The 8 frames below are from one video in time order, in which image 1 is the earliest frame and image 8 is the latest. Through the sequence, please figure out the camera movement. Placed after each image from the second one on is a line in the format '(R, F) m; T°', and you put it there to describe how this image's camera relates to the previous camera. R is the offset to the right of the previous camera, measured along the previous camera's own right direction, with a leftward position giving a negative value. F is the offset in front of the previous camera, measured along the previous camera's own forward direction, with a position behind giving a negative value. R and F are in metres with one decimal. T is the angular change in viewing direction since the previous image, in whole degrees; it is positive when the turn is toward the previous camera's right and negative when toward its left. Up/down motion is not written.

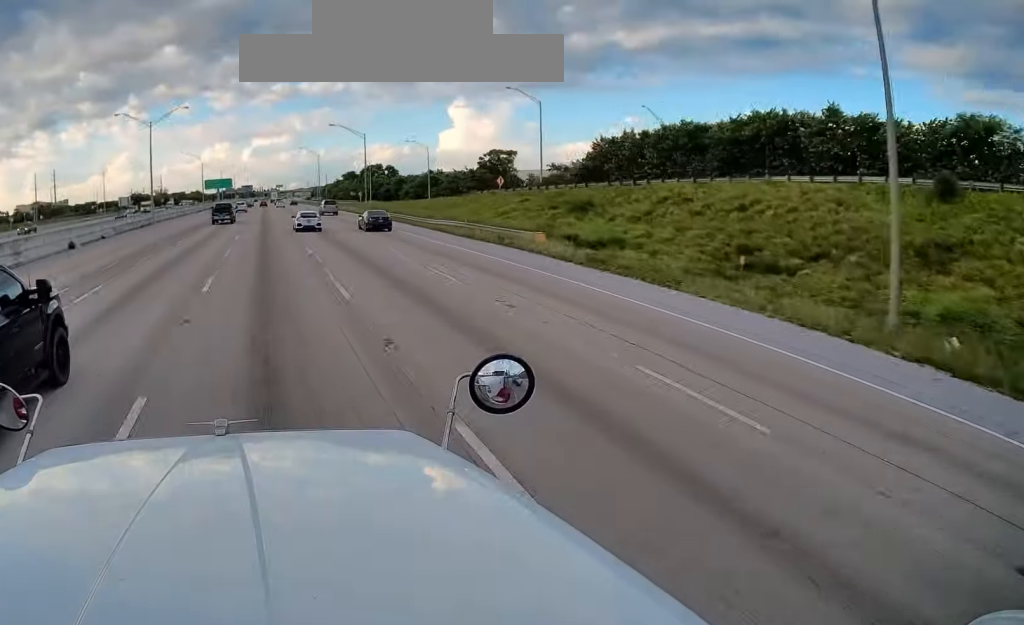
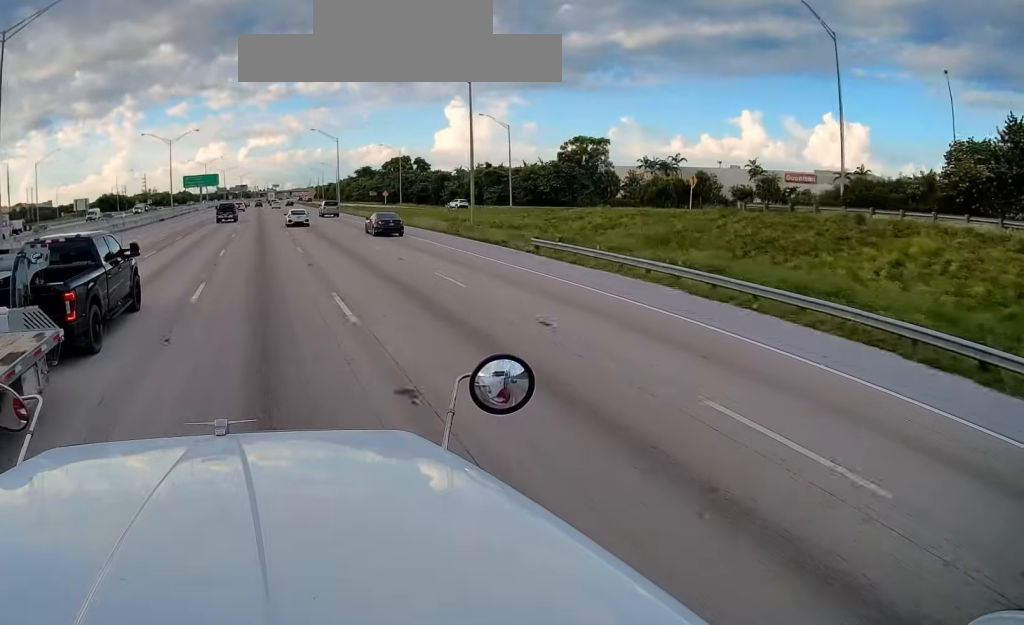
(+0.1, +50.0) m; 0°
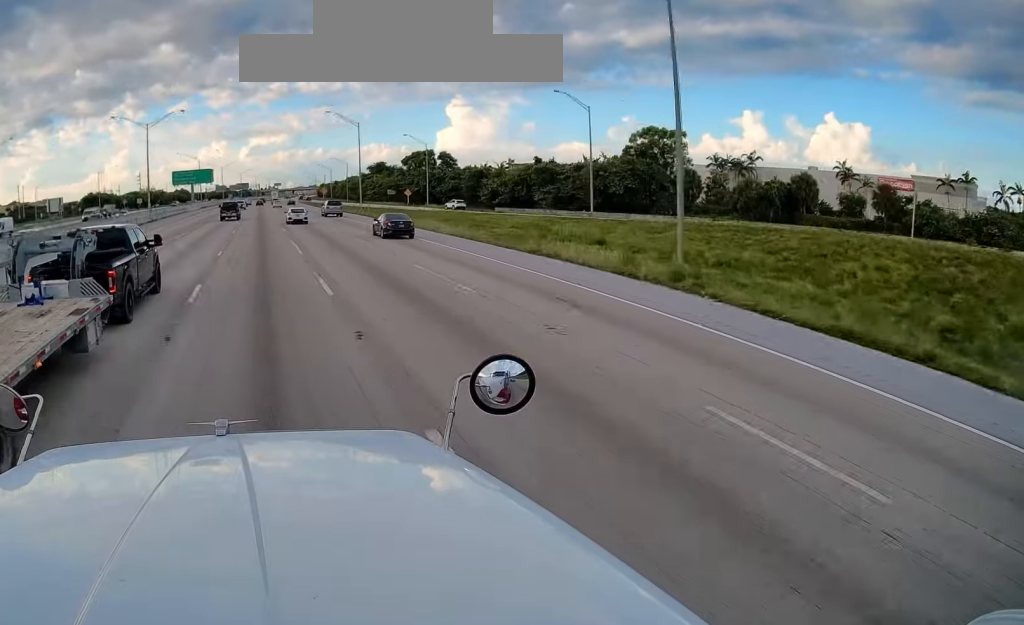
(-0.2, +25.9) m; 0°
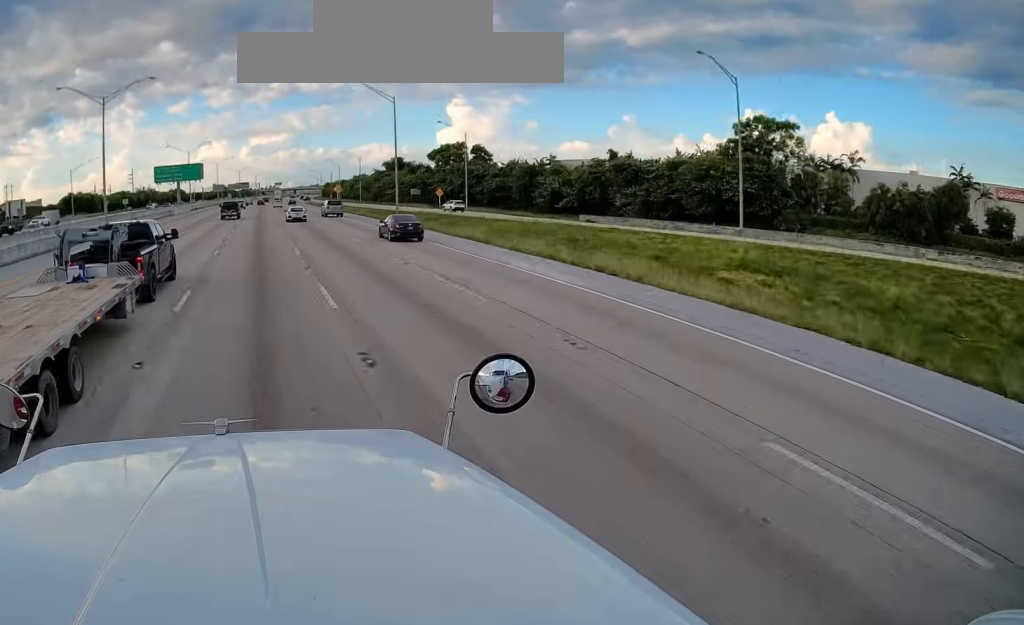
(-0.2, +25.1) m; 0°
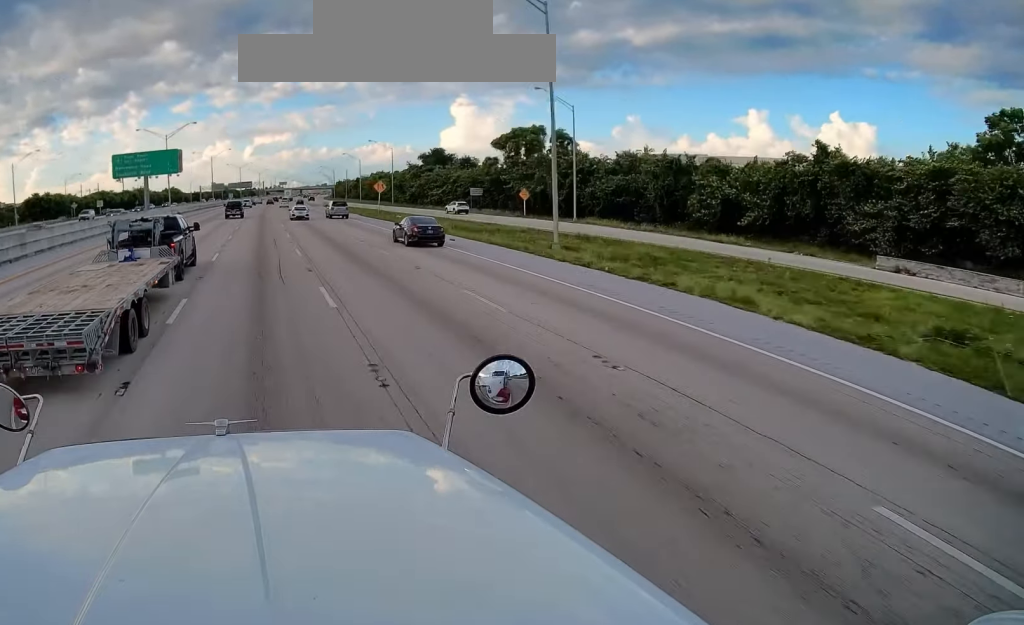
(+0.1, +39.8) m; 0°
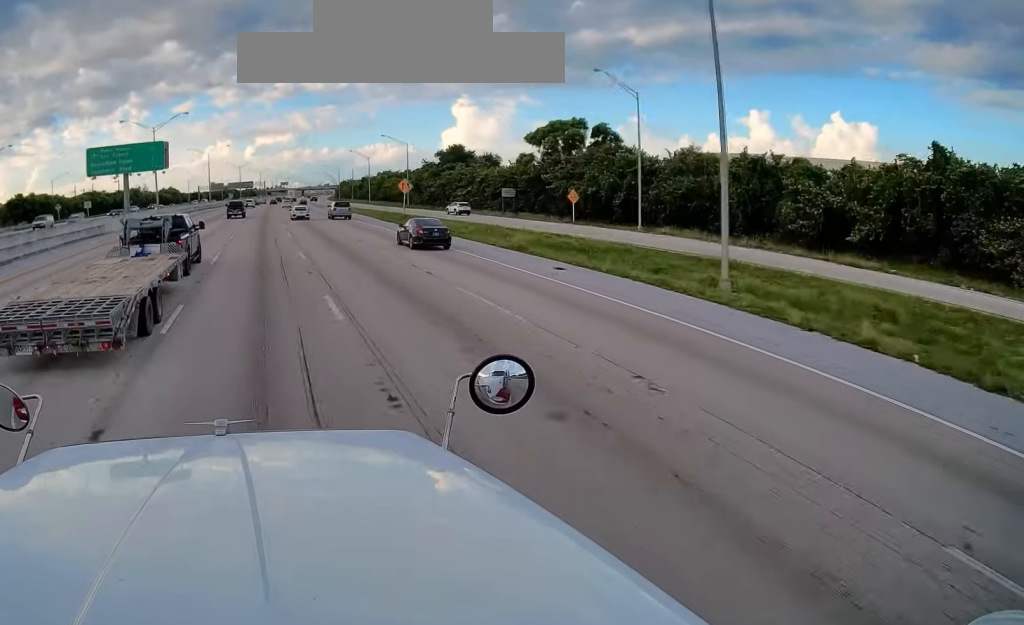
(0.0, +13.7) m; 0°
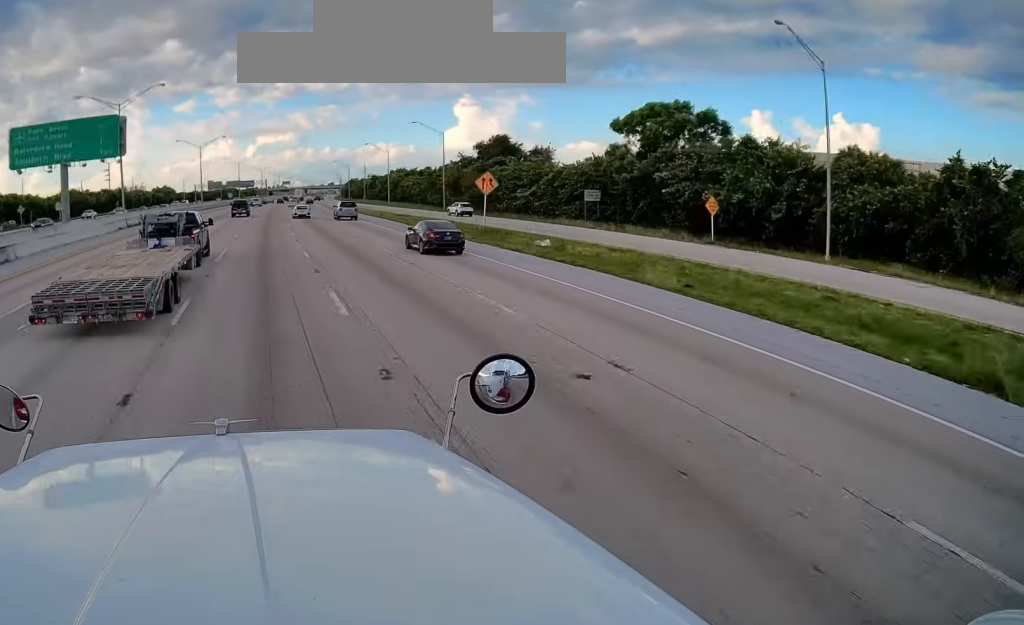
(-0.1, +23.4) m; 0°
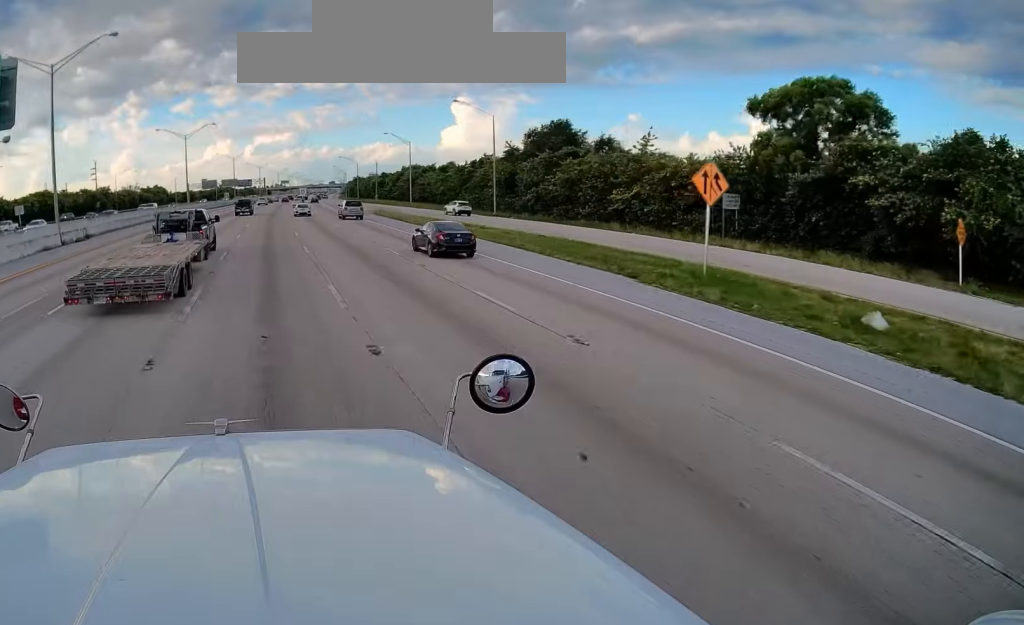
(0.0, +24.4) m; -1°
